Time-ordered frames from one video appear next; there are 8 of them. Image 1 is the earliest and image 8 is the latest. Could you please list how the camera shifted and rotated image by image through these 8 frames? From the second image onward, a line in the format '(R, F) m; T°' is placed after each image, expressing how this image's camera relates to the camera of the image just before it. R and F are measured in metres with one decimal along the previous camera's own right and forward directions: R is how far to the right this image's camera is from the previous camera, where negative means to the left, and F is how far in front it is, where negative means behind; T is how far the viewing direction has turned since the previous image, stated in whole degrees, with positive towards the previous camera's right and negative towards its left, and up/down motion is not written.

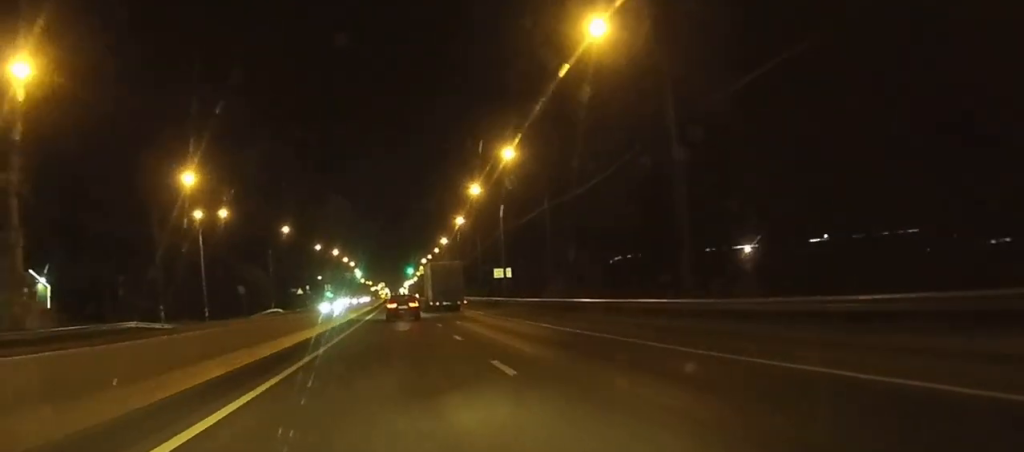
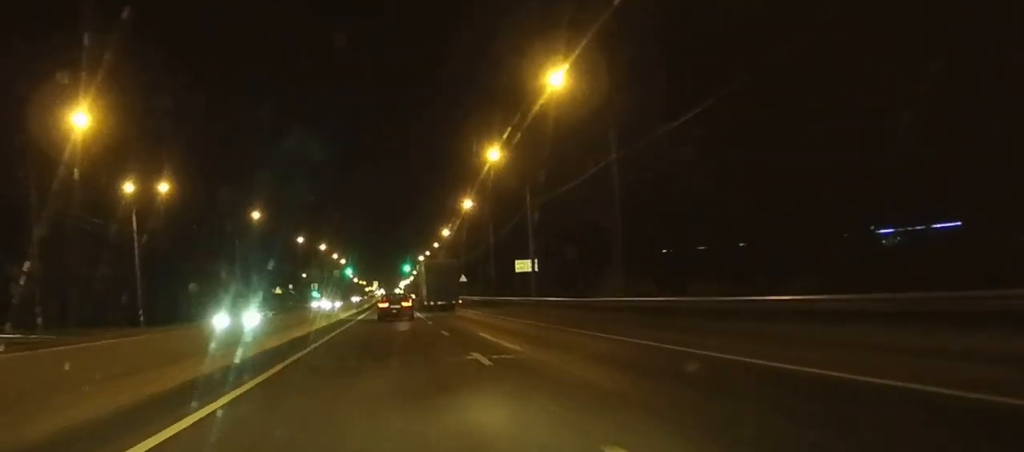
(+0.1, +21.8) m; 0°
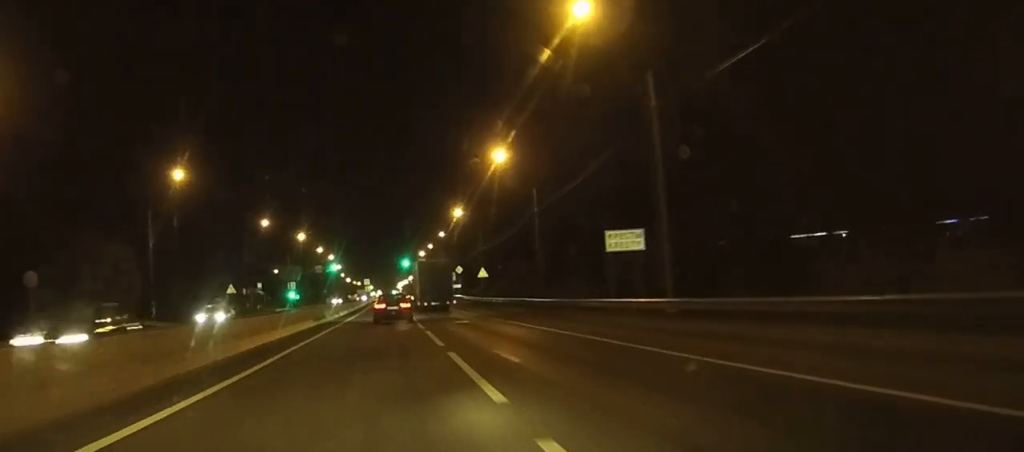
(0.0, +35.2) m; 0°
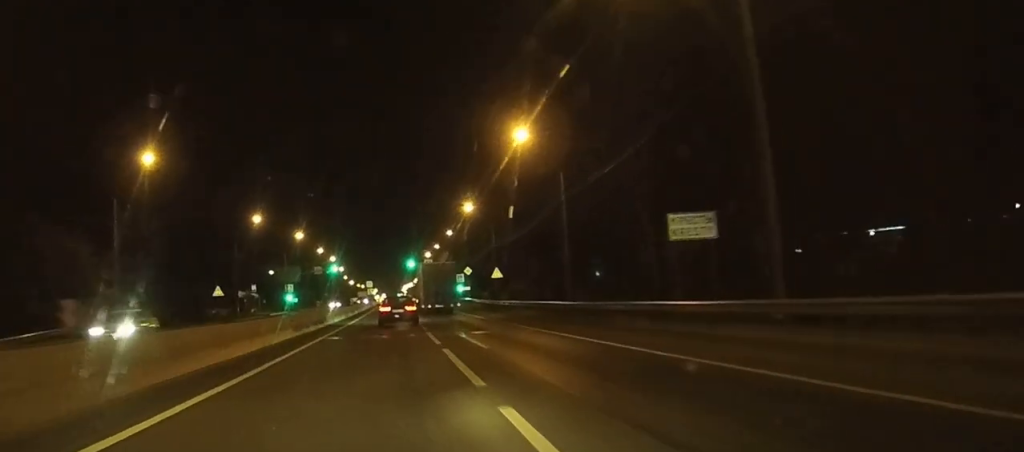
(0.0, +9.6) m; 0°
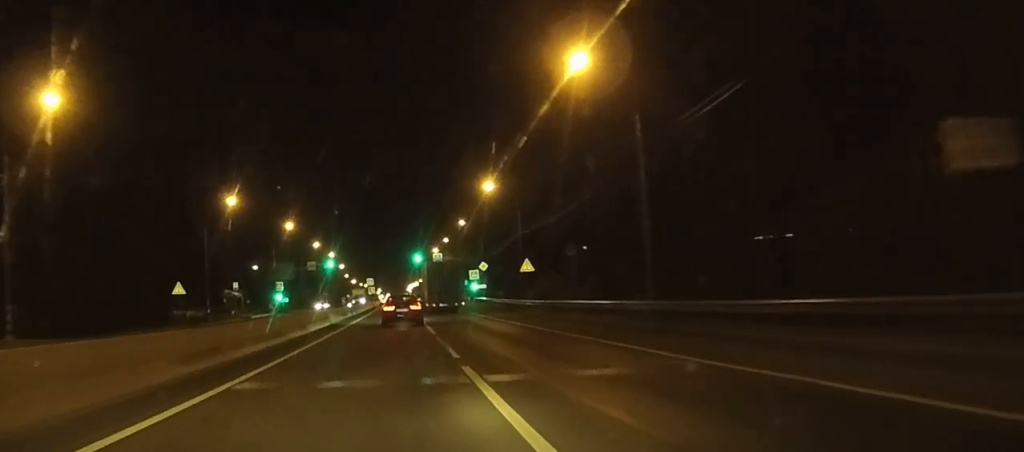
(-0.1, +17.9) m; -1°
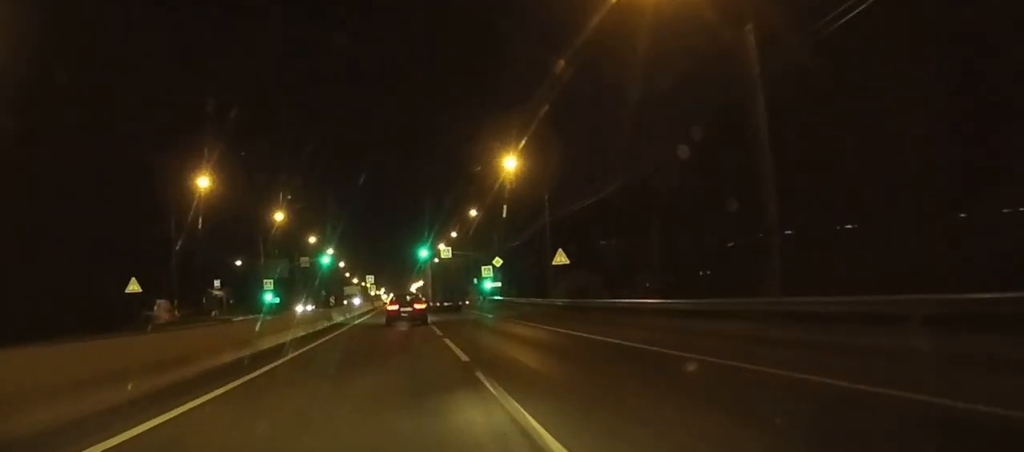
(-0.1, +13.2) m; 0°
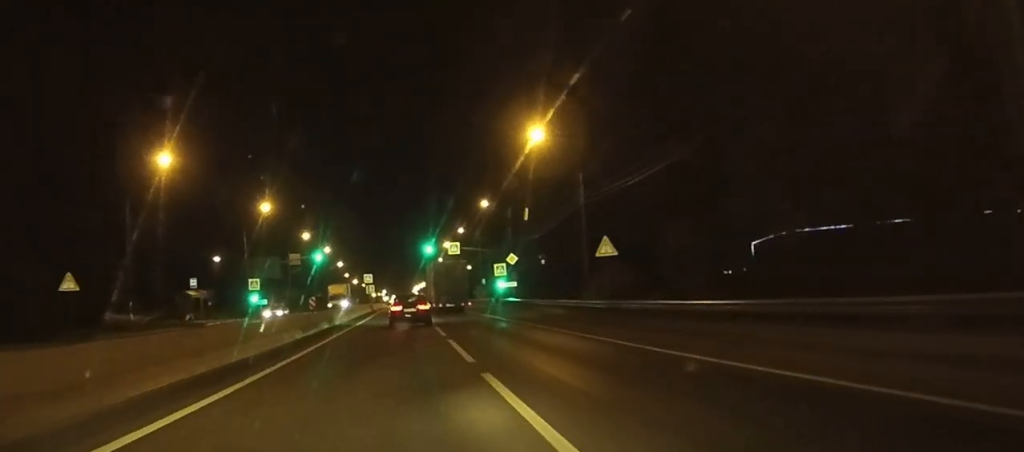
(0.0, +12.0) m; 0°
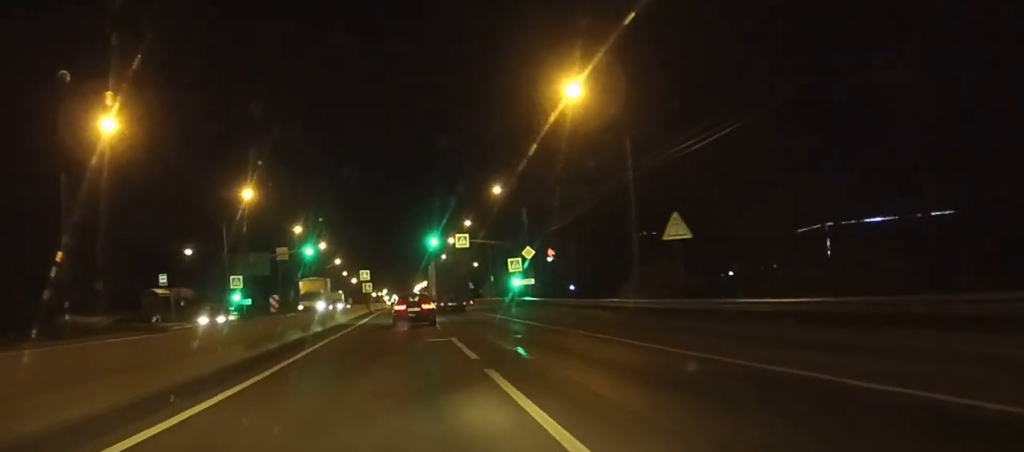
(0.0, +11.4) m; 0°
